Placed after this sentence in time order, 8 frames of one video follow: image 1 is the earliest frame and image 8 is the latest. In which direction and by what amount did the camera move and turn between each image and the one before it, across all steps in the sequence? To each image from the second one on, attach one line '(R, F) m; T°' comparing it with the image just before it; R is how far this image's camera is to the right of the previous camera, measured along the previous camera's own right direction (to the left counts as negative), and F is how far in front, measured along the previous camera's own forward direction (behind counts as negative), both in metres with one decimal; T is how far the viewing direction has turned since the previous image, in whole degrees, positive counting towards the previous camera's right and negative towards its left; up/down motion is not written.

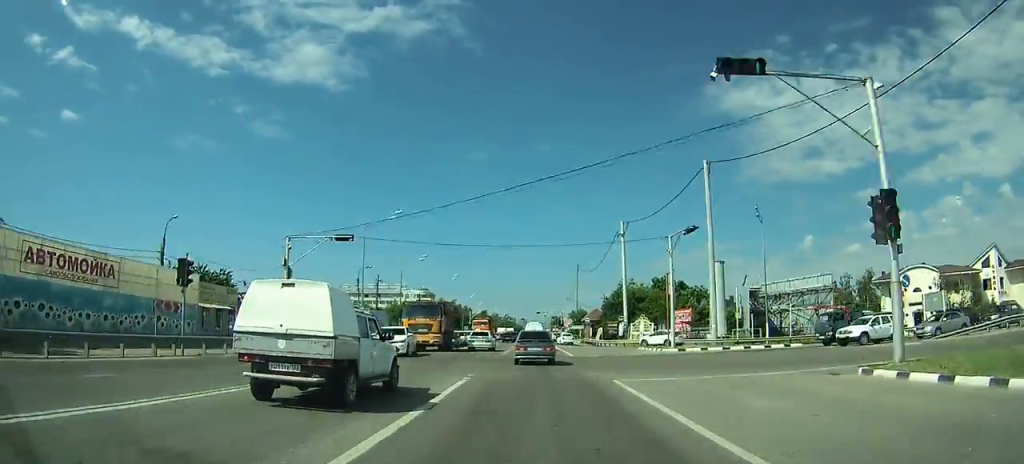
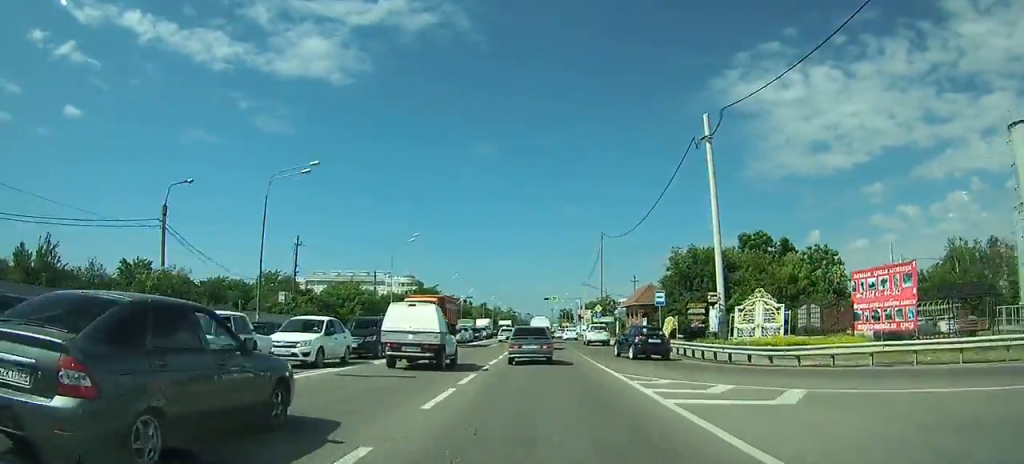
(+0.1, +43.4) m; 0°
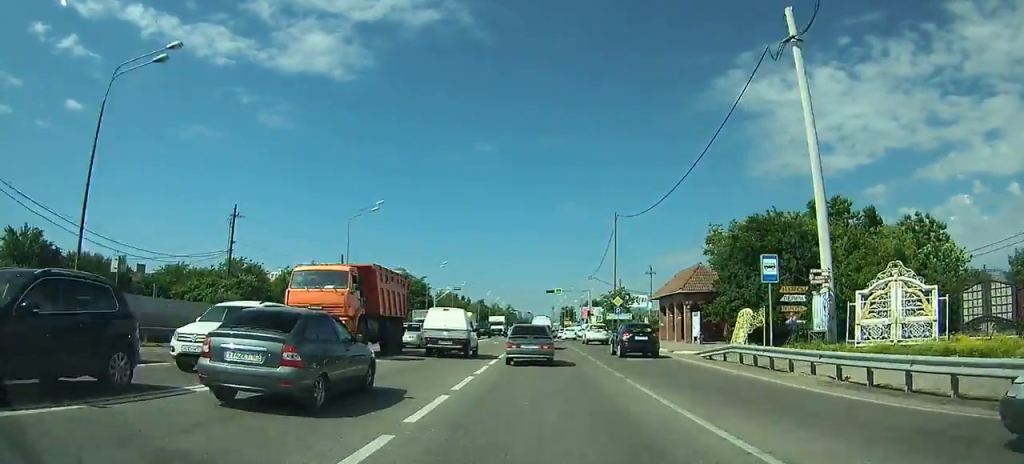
(0.0, +19.0) m; 0°
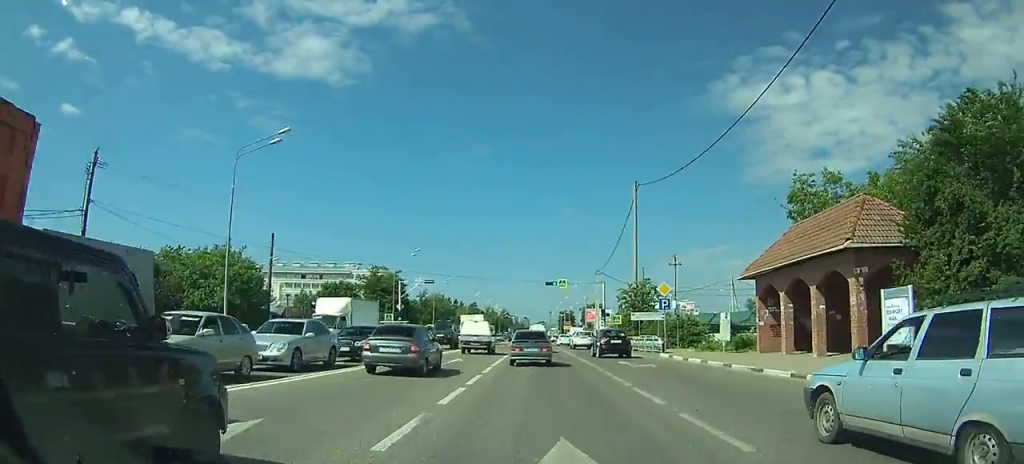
(+0.1, +25.5) m; 0°
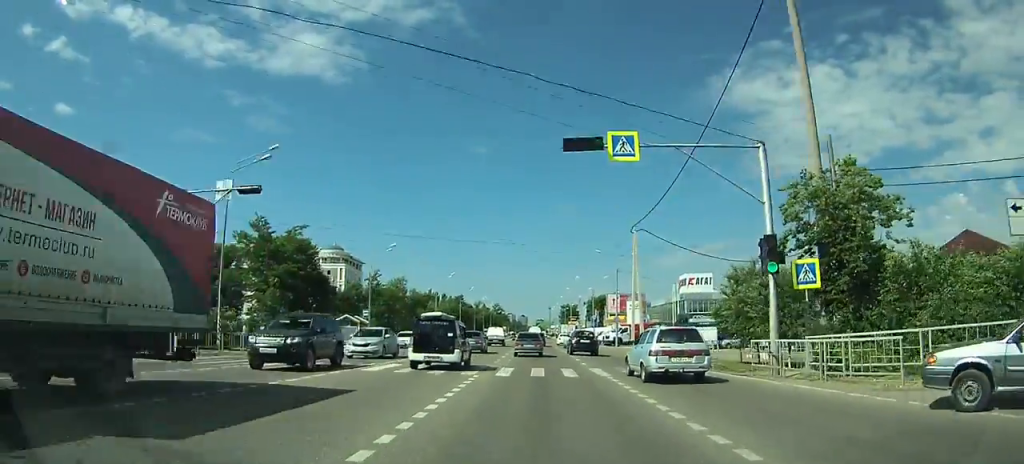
(0.0, +51.5) m; 0°
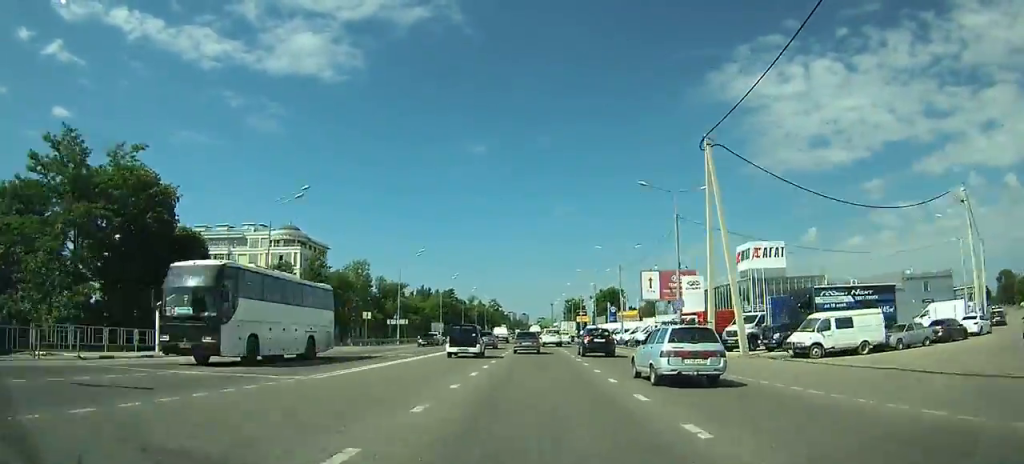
(+0.1, +30.2) m; 0°
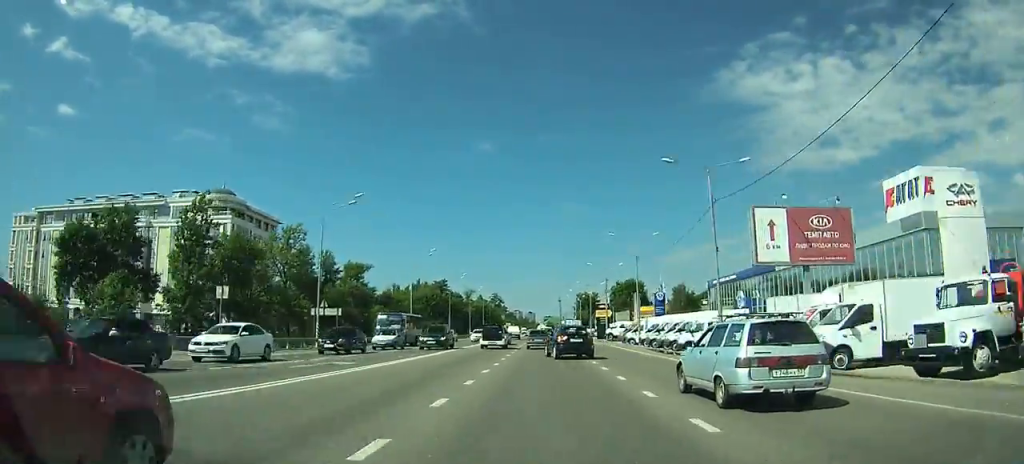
(0.0, +32.0) m; 0°
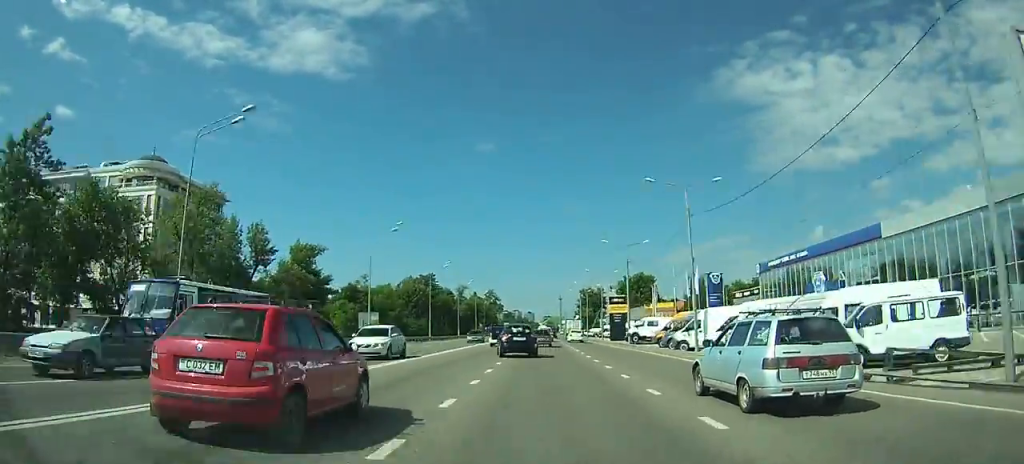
(0.0, +21.4) m; 0°
